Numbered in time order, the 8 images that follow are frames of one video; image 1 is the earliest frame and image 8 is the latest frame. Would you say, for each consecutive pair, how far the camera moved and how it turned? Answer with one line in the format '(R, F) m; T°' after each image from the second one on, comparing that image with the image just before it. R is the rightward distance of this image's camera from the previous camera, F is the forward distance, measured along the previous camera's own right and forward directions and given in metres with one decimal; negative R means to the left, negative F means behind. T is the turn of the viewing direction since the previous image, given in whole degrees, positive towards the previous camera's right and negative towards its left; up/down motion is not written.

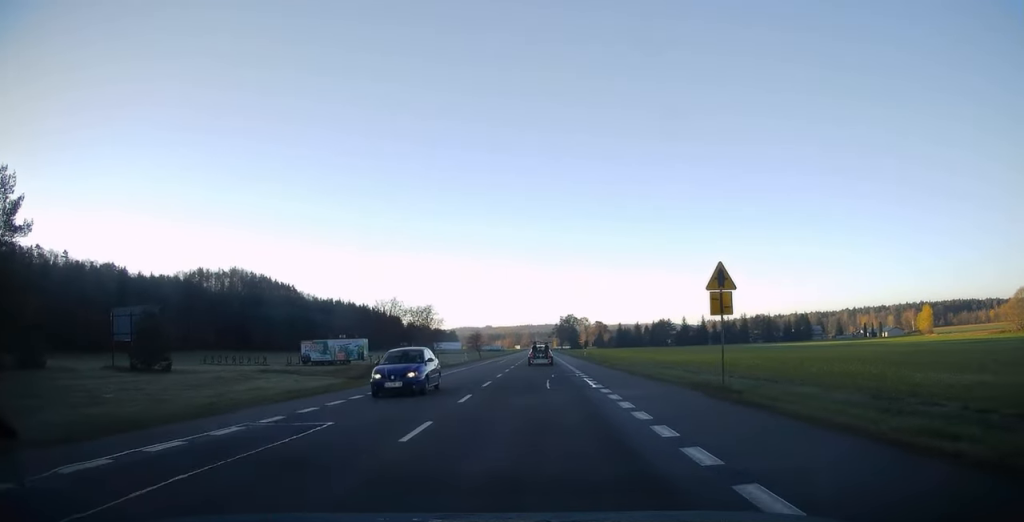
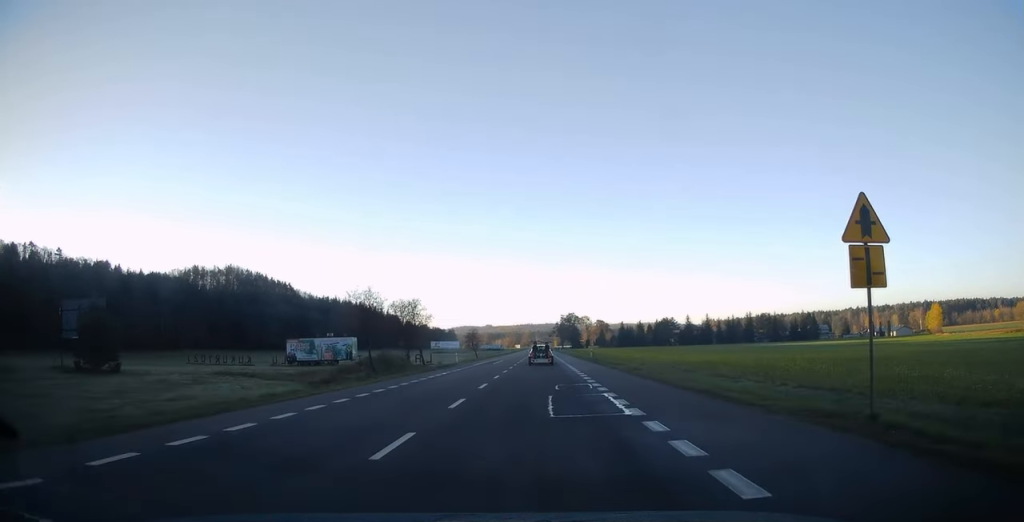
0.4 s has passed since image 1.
(0.0, +7.4) m; 0°
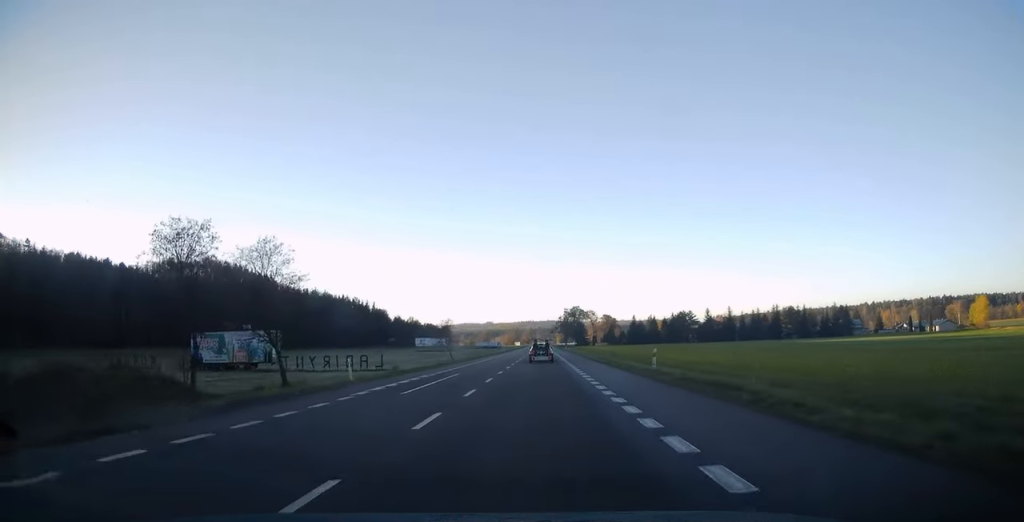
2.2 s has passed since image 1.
(-0.2, +33.8) m; 0°
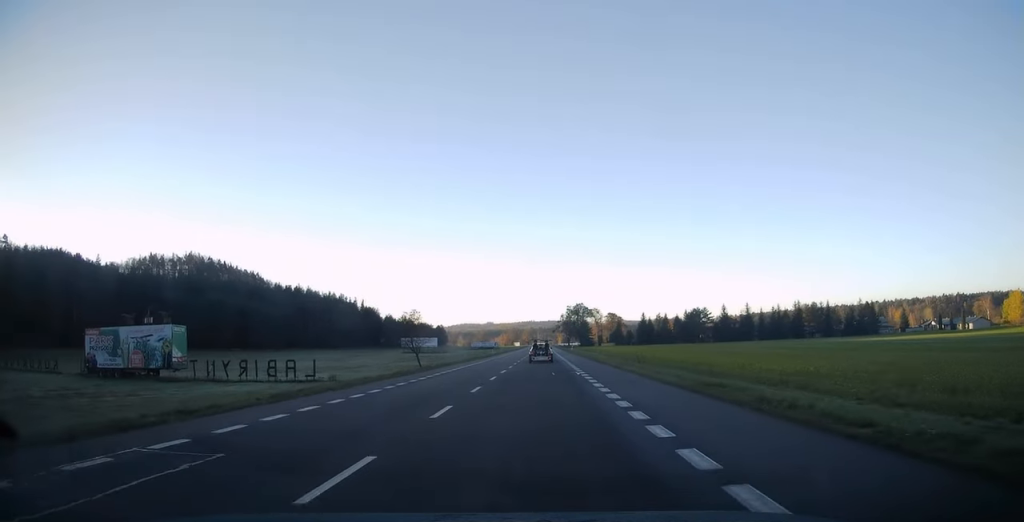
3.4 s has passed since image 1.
(+0.1, +22.9) m; 0°
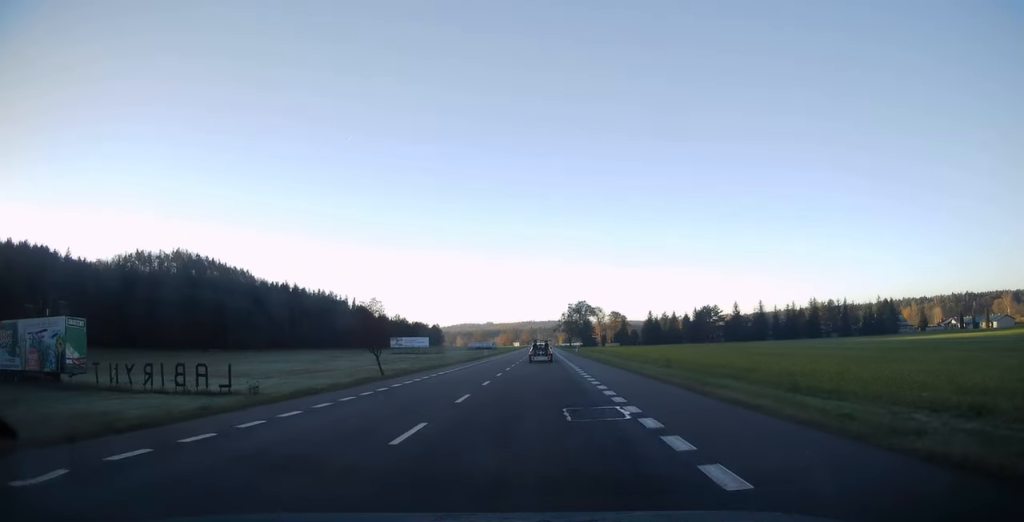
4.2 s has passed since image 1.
(-0.1, +15.0) m; 0°
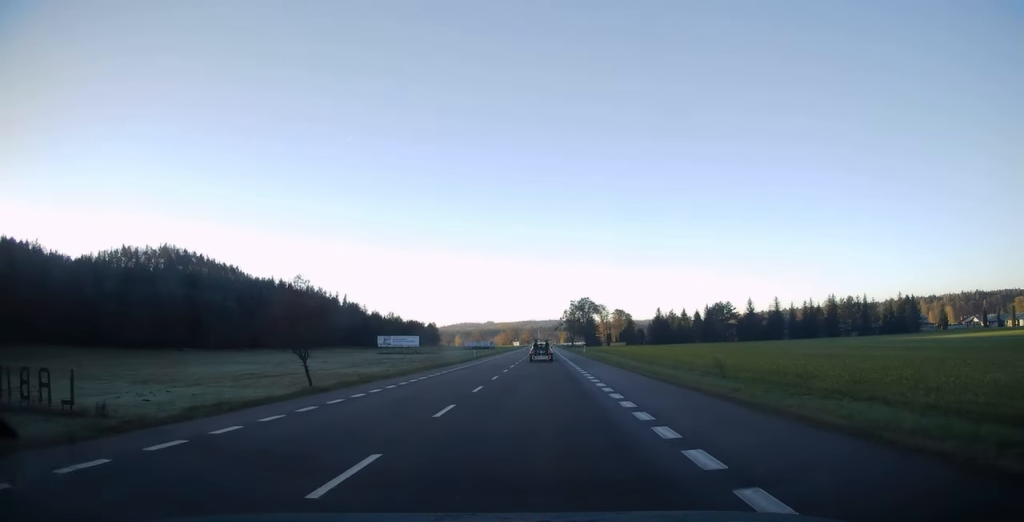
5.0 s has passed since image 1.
(+0.2, +15.1) m; 0°
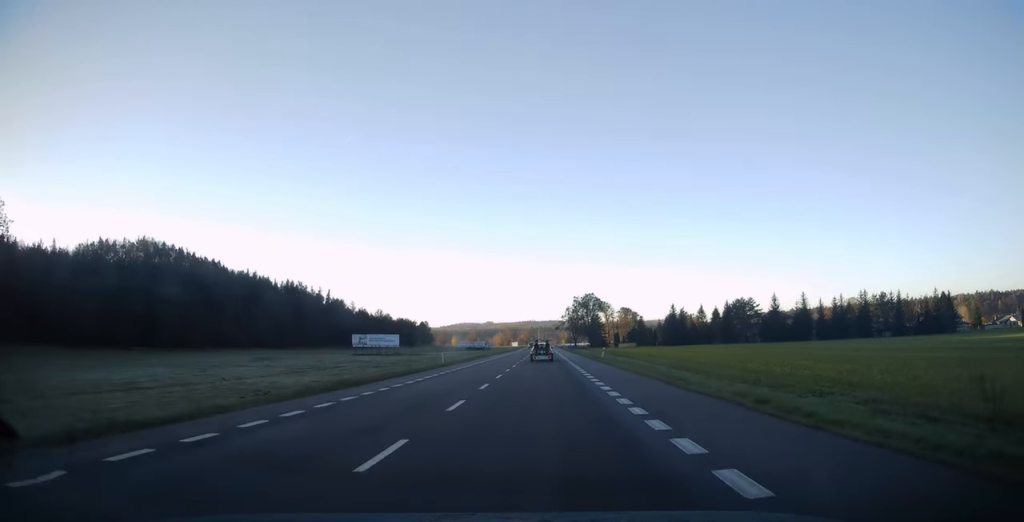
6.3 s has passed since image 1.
(-0.1, +23.1) m; 0°
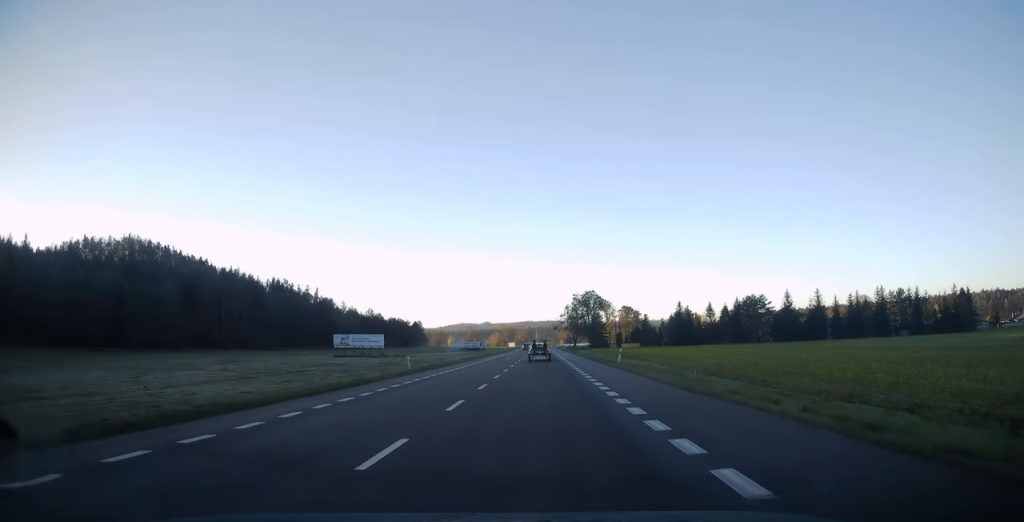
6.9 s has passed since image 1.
(+0.1, +12.0) m; 0°
